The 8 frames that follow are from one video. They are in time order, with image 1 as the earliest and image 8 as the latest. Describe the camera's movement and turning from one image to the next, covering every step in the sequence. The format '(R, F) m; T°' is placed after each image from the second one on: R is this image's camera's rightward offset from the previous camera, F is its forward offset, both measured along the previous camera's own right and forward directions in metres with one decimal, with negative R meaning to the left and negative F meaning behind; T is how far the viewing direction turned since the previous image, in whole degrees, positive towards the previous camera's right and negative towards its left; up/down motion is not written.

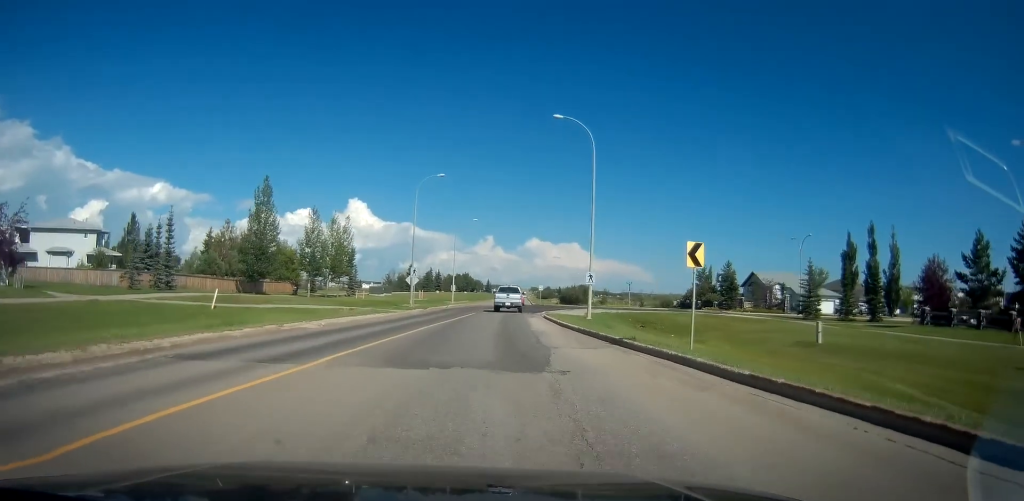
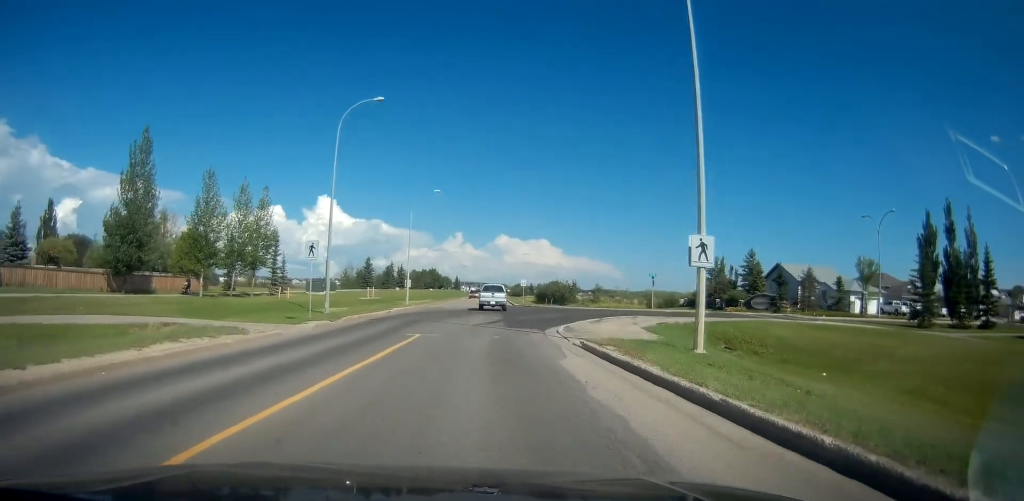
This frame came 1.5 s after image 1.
(+0.6, +21.1) m; +3°
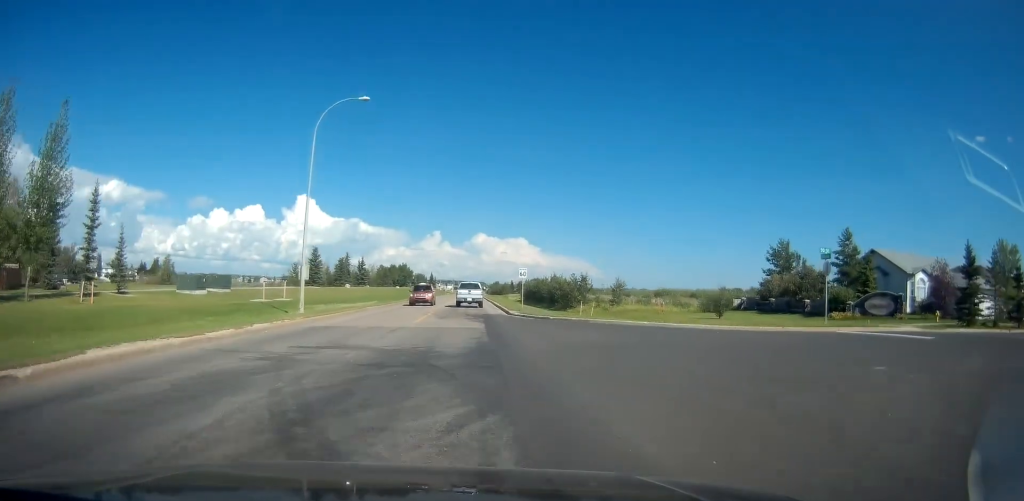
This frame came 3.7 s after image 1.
(+1.0, +30.2) m; +4°
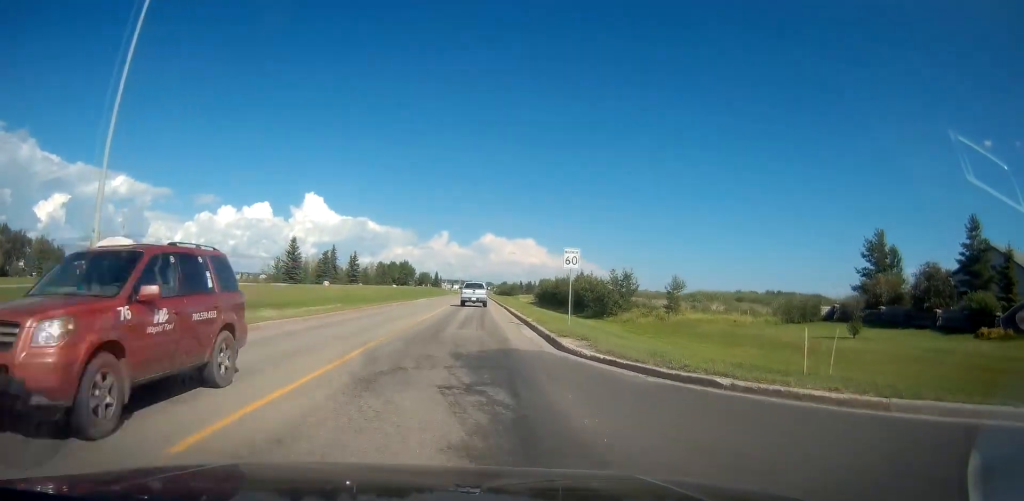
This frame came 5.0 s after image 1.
(+0.4, +18.7) m; 0°
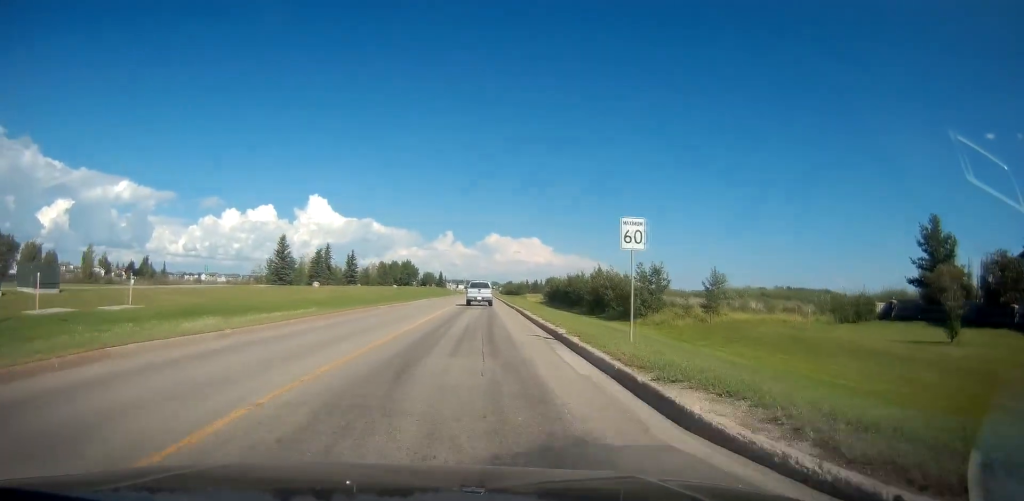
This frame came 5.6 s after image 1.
(-0.2, +8.1) m; -2°
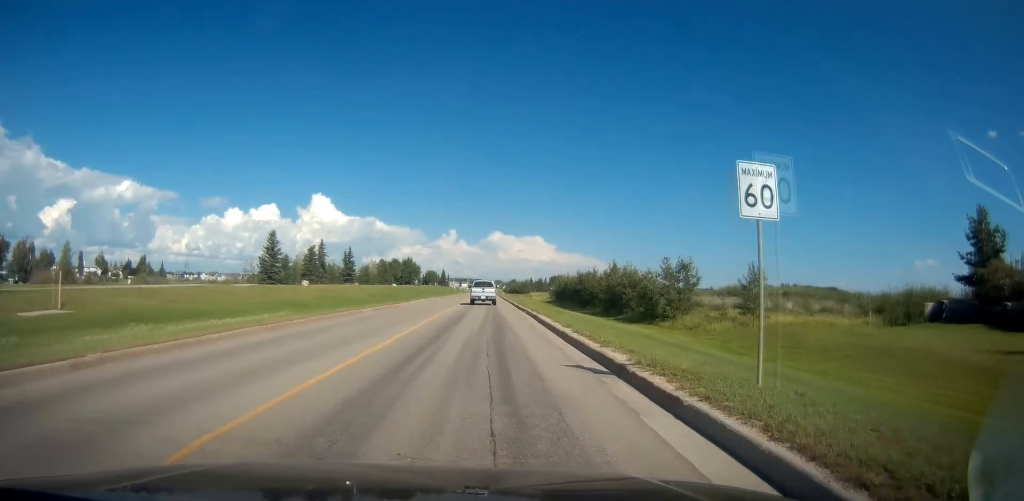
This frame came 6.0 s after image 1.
(-0.1, +6.2) m; -1°
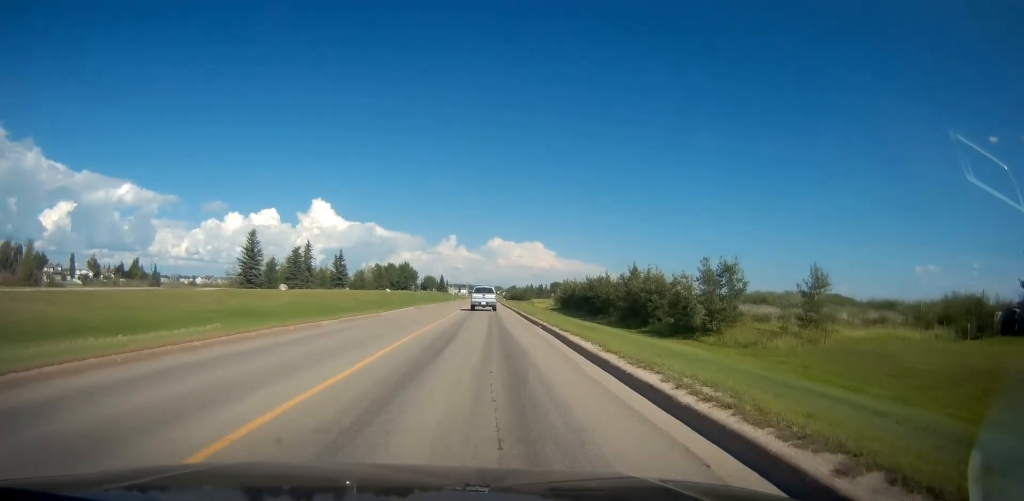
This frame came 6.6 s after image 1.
(-0.2, +8.2) m; 0°
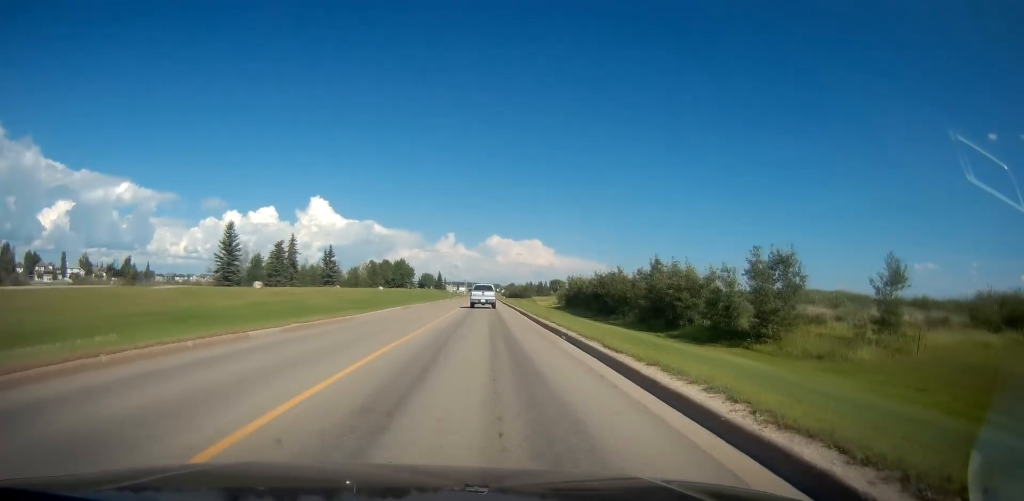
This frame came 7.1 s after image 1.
(0.0, +7.2) m; 0°
